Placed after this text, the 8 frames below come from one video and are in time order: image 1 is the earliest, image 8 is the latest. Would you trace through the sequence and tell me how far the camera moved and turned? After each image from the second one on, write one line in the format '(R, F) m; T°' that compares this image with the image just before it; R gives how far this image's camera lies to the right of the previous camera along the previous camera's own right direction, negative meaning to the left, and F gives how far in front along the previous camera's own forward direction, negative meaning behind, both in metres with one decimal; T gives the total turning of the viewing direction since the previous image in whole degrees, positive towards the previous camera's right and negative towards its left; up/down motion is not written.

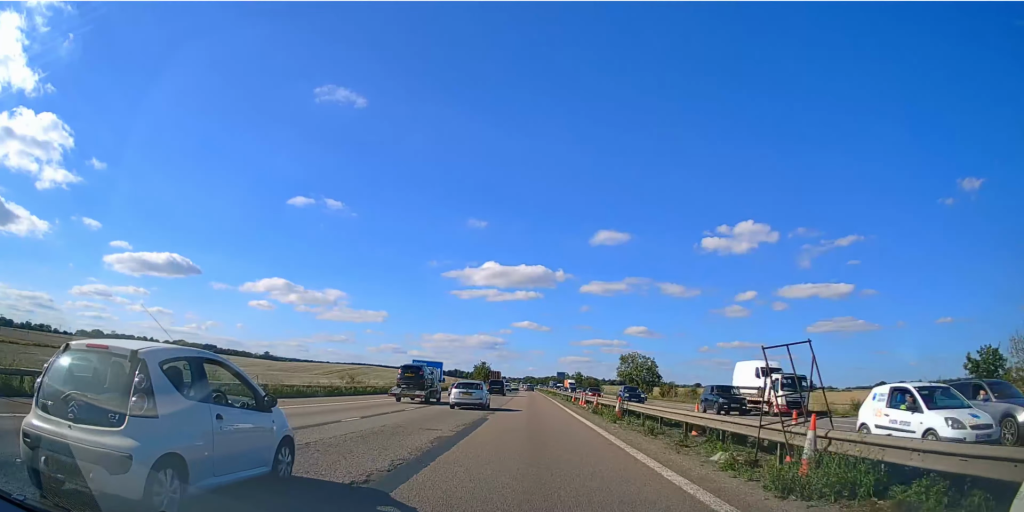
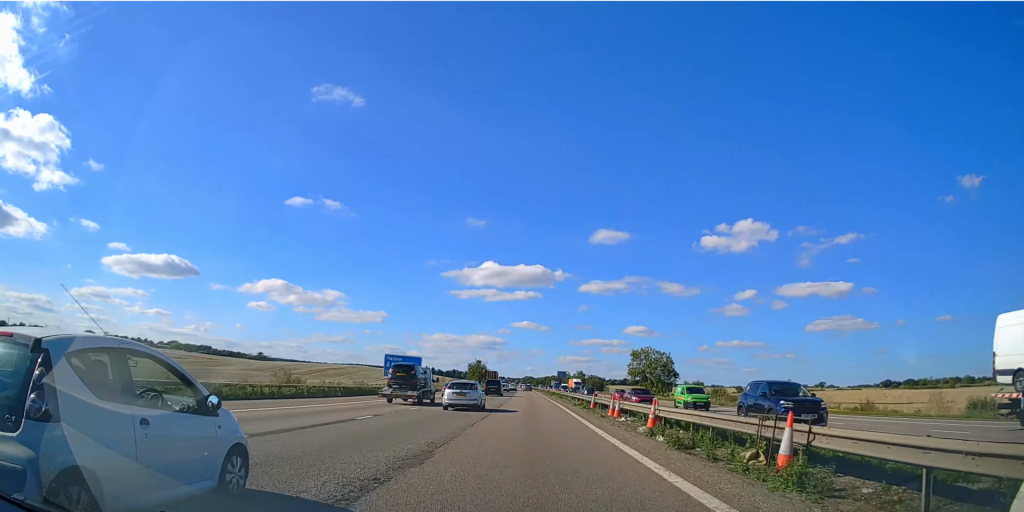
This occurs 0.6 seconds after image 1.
(0.0, +17.1) m; 0°
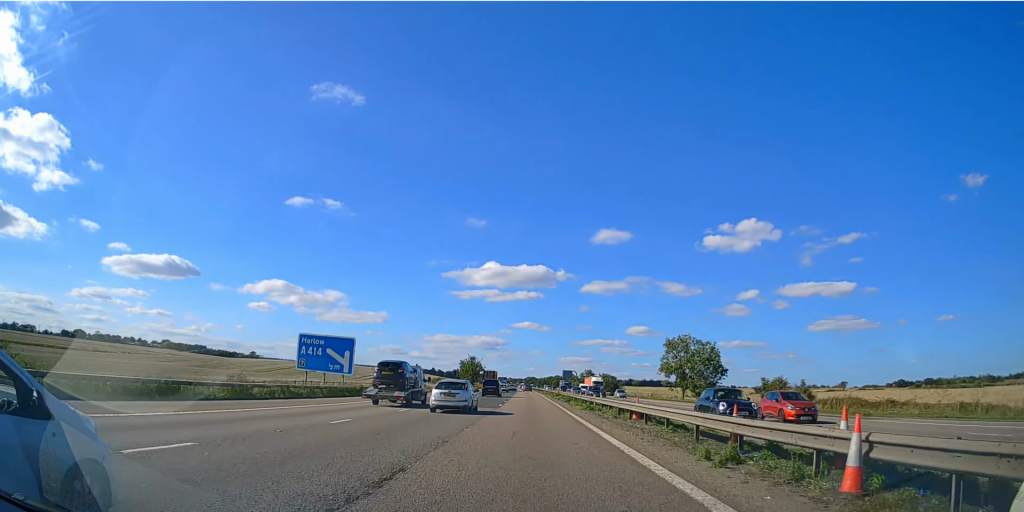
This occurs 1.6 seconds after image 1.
(-0.1, +29.6) m; 0°
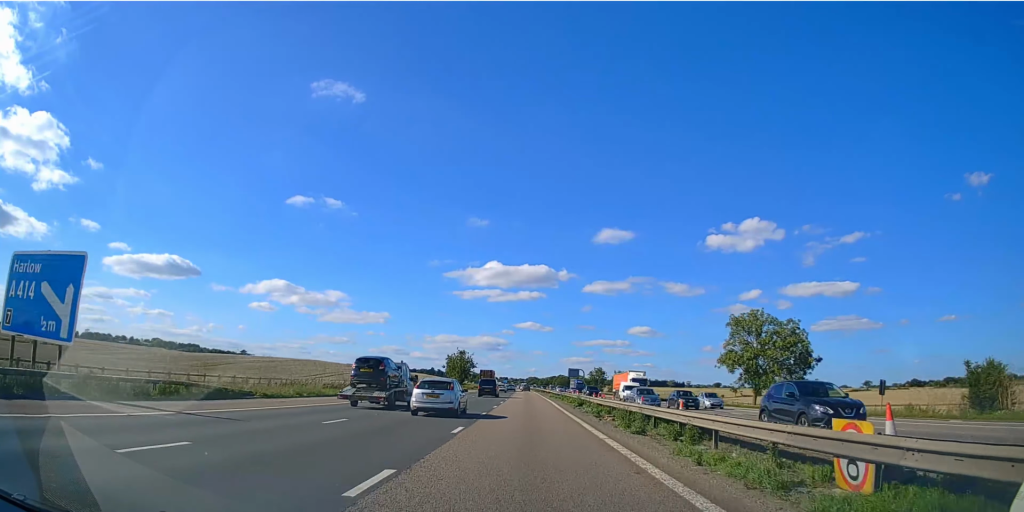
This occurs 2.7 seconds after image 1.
(0.0, +30.7) m; 0°
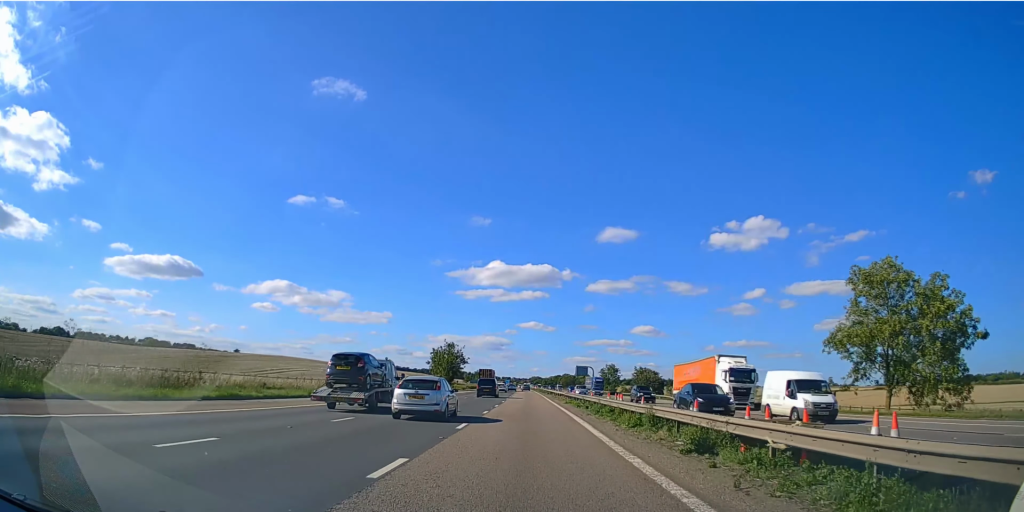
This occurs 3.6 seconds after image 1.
(0.0, +25.9) m; 0°
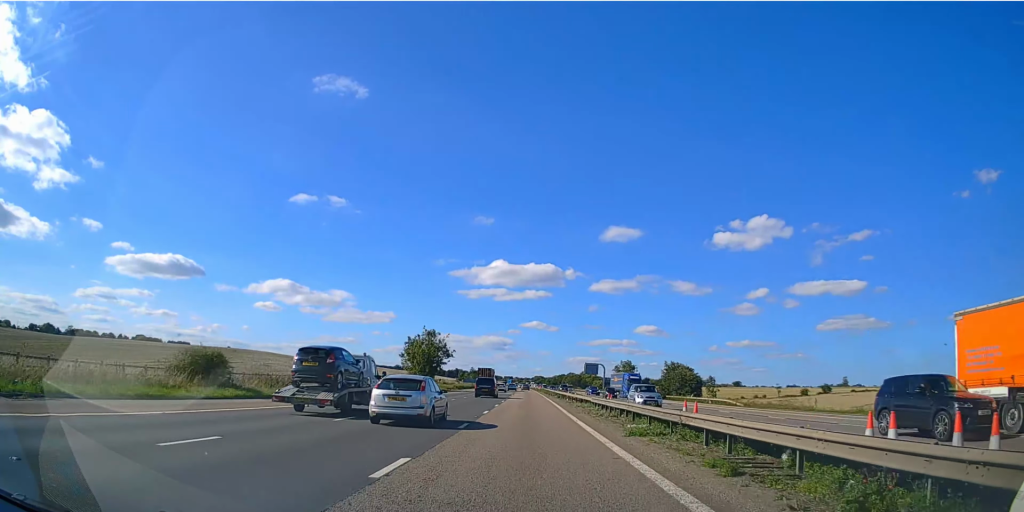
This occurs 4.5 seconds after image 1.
(0.0, +25.9) m; 0°
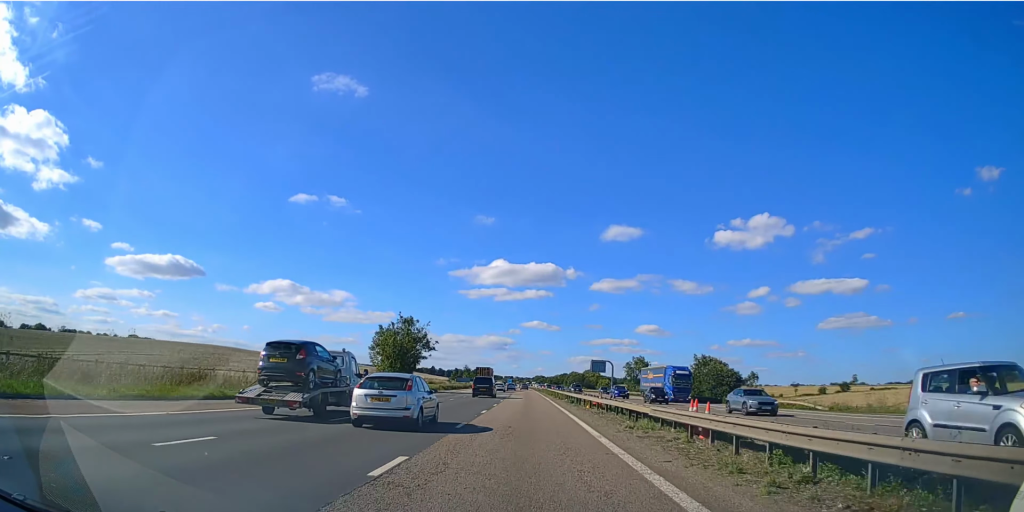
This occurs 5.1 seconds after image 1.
(-0.1, +18.3) m; 0°
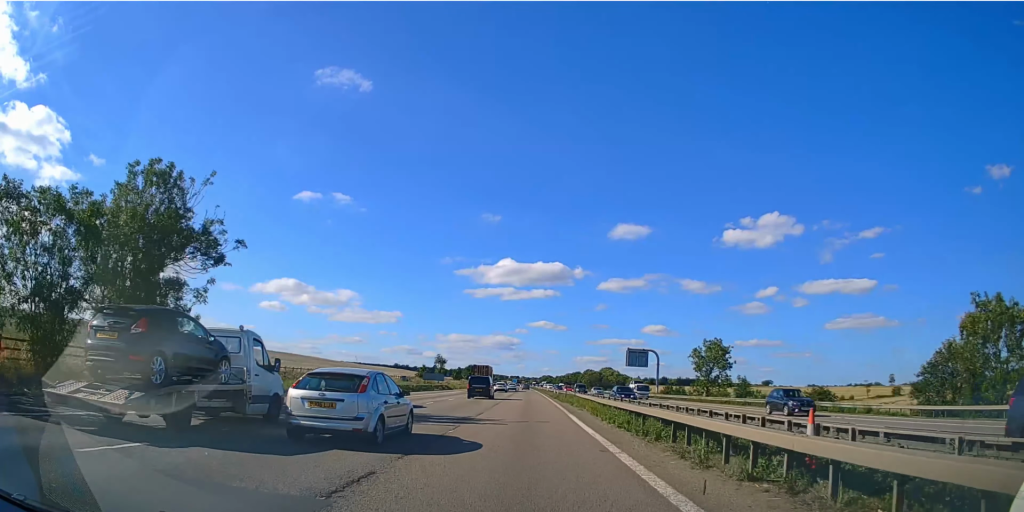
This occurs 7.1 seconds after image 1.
(-0.2, +56.5) m; 0°
